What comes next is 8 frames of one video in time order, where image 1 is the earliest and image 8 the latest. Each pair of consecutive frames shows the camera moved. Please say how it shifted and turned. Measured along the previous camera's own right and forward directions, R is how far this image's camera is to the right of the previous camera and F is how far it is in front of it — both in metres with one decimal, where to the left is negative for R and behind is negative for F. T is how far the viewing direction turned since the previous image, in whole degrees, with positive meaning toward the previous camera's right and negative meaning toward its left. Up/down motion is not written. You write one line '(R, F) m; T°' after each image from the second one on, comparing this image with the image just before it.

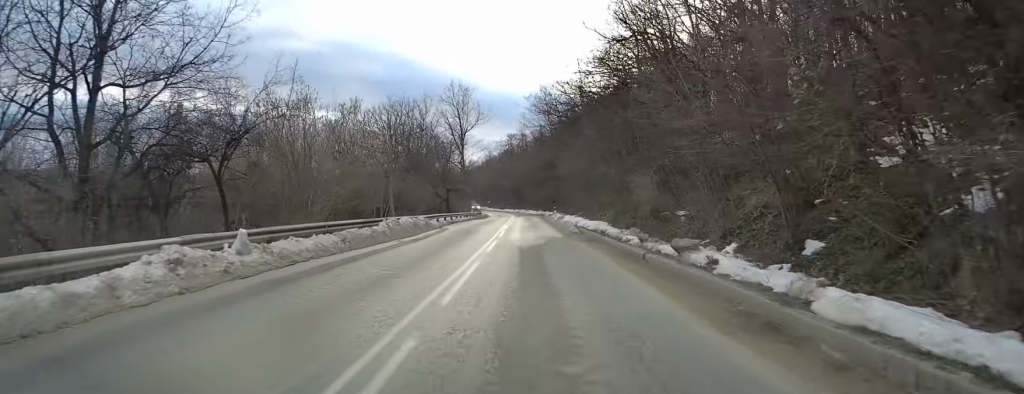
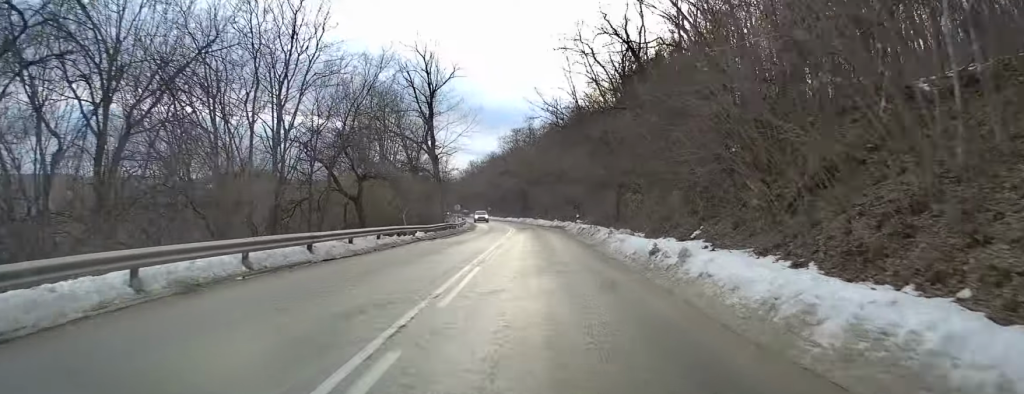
(-1.2, +36.0) m; -3°
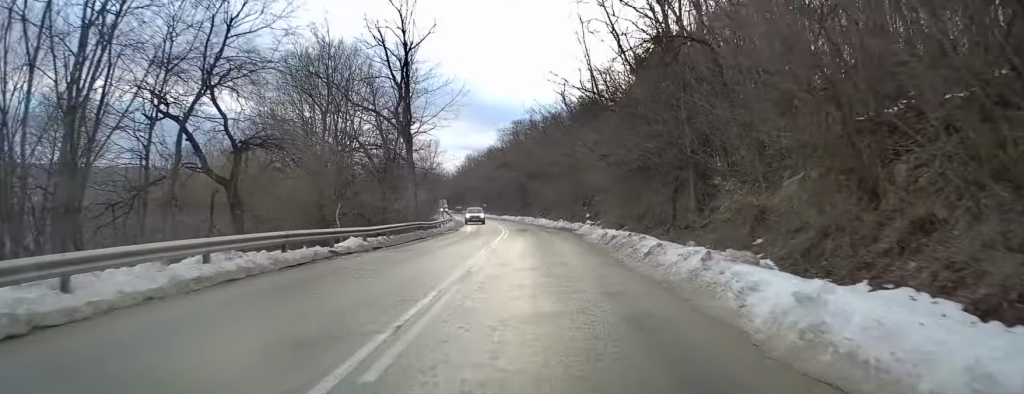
(+0.1, +13.0) m; 0°
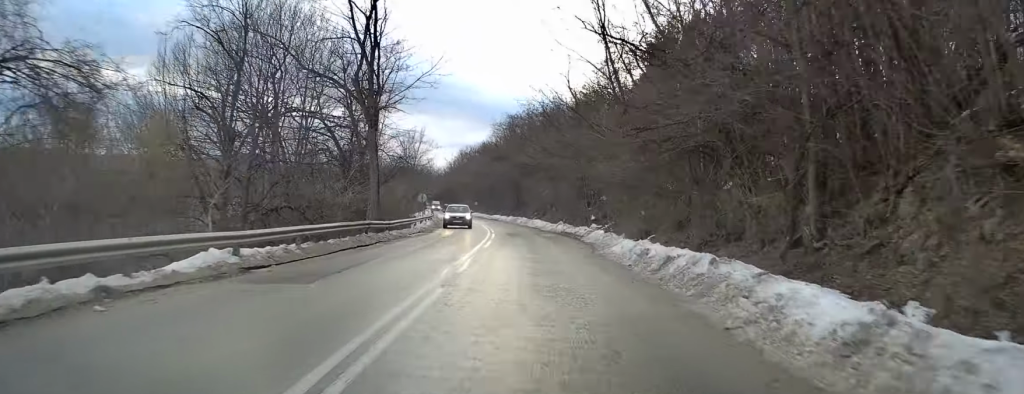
(-0.1, +9.8) m; 0°
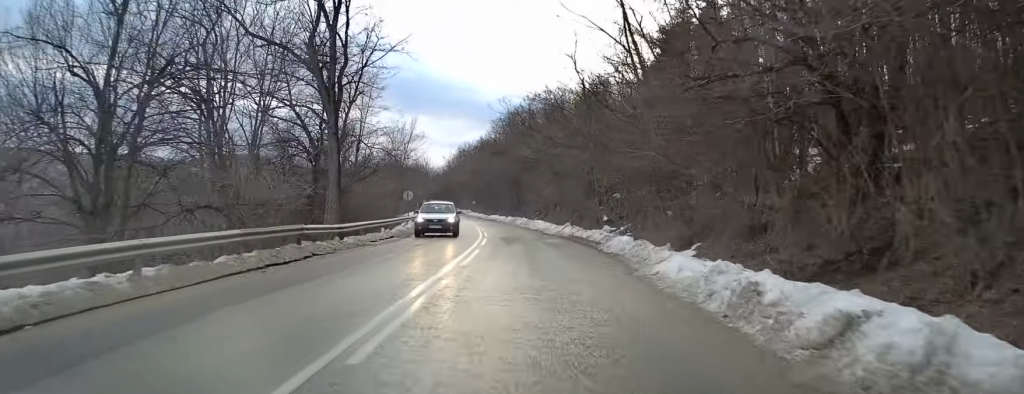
(0.0, +7.4) m; -1°
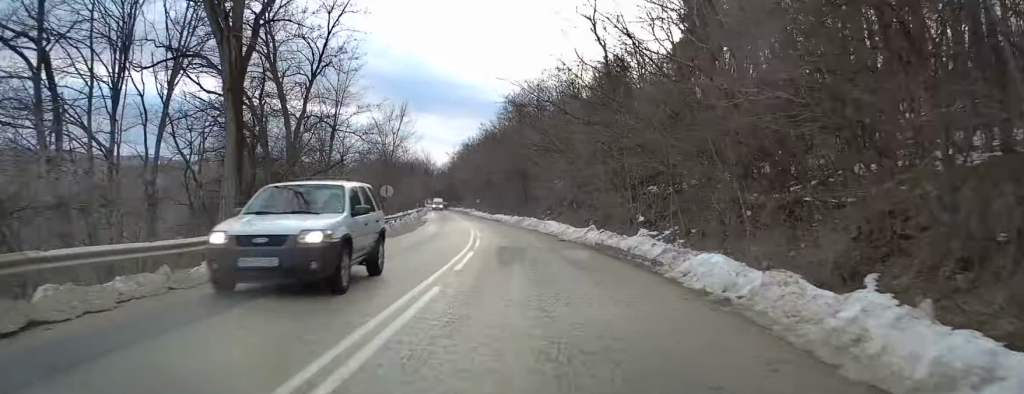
(0.0, +10.4) m; -1°
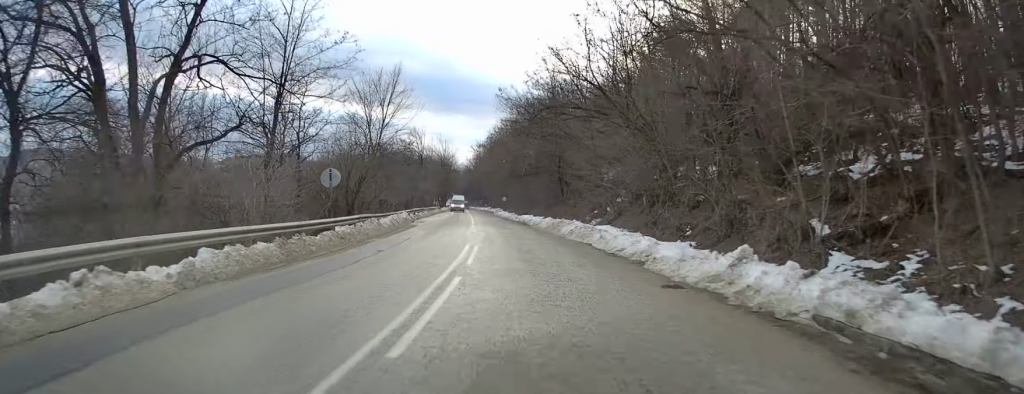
(-0.4, +16.9) m; -2°
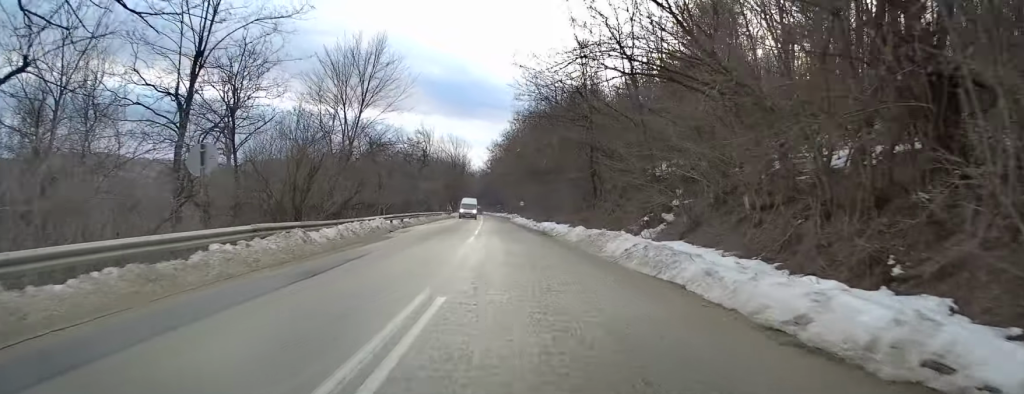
(0.0, +11.0) m; -1°
